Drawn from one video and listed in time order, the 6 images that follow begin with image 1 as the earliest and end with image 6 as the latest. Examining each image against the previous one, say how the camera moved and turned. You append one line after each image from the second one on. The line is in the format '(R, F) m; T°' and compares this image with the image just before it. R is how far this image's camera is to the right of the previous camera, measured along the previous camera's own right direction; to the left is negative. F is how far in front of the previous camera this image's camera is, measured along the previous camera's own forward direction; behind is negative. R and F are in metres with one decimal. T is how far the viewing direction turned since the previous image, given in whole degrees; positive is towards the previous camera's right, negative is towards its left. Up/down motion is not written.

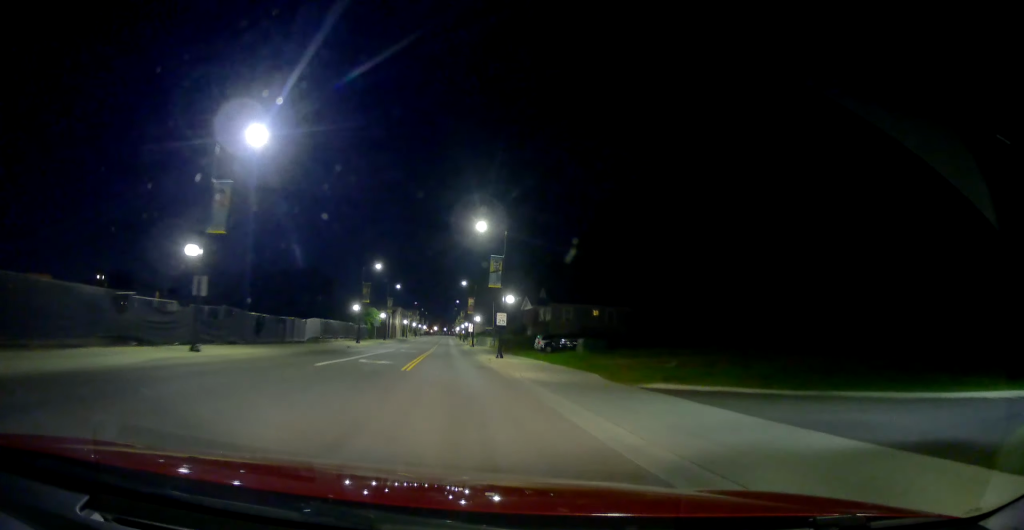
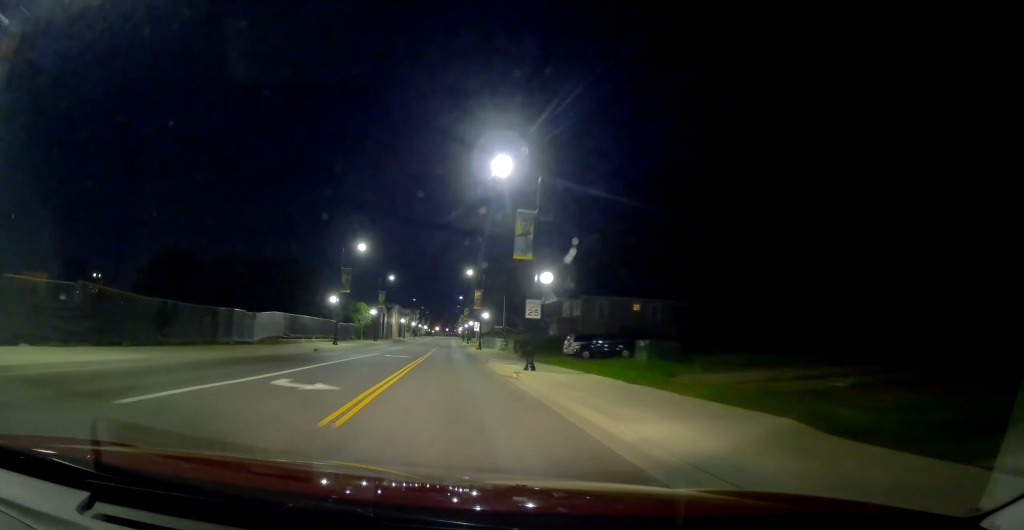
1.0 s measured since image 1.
(-0.1, +13.7) m; +1°
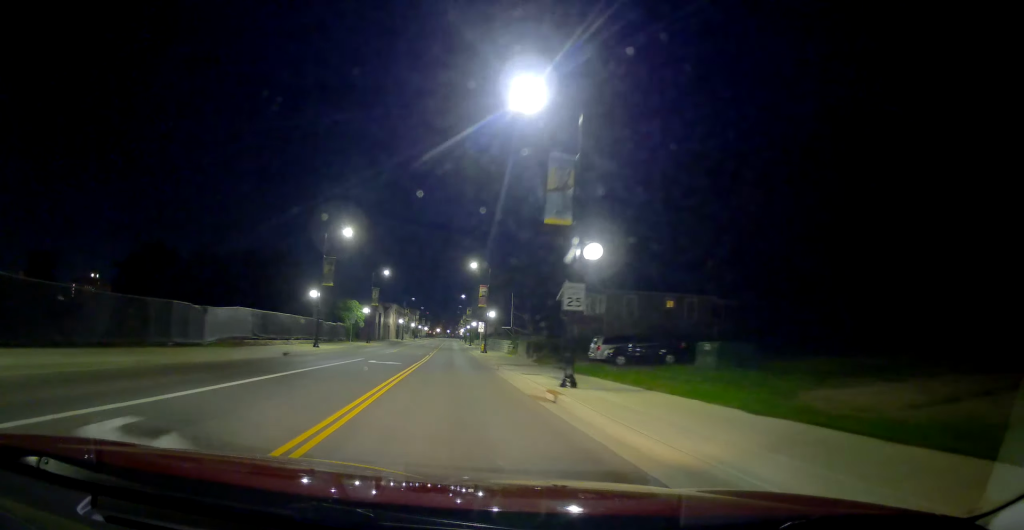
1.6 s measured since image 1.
(+0.5, +7.8) m; +1°
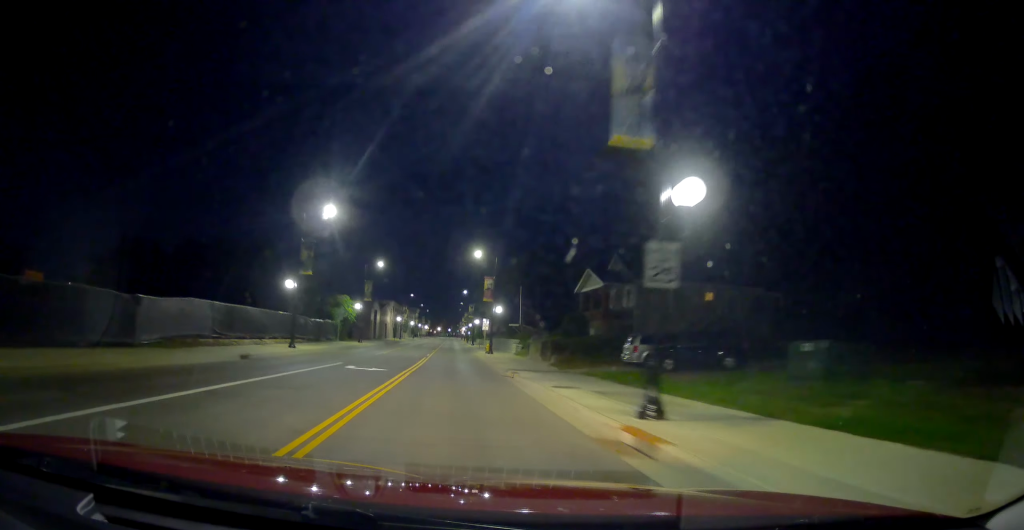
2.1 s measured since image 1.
(-0.3, +6.8) m; 0°
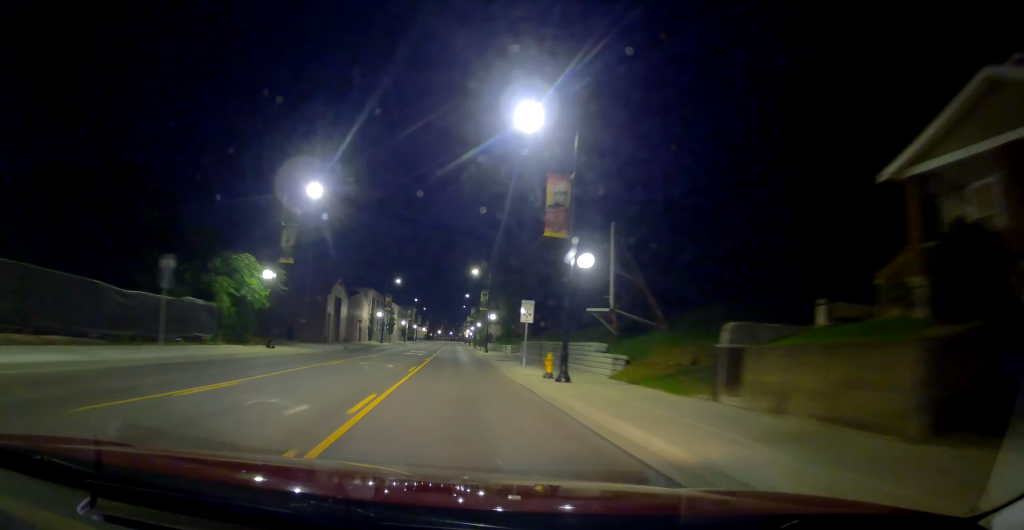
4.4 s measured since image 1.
(+1.0, +32.6) m; 0°
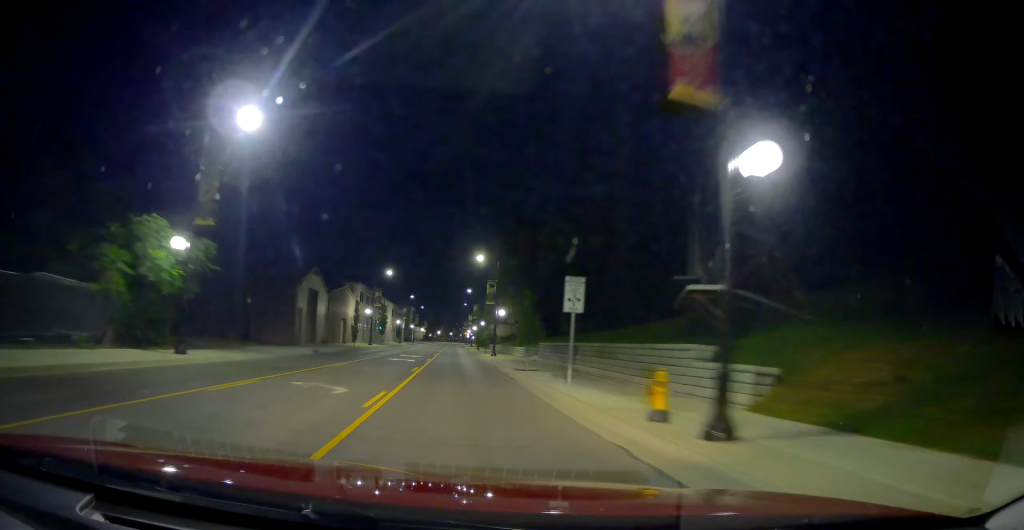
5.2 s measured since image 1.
(-0.5, +11.0) m; -2°
